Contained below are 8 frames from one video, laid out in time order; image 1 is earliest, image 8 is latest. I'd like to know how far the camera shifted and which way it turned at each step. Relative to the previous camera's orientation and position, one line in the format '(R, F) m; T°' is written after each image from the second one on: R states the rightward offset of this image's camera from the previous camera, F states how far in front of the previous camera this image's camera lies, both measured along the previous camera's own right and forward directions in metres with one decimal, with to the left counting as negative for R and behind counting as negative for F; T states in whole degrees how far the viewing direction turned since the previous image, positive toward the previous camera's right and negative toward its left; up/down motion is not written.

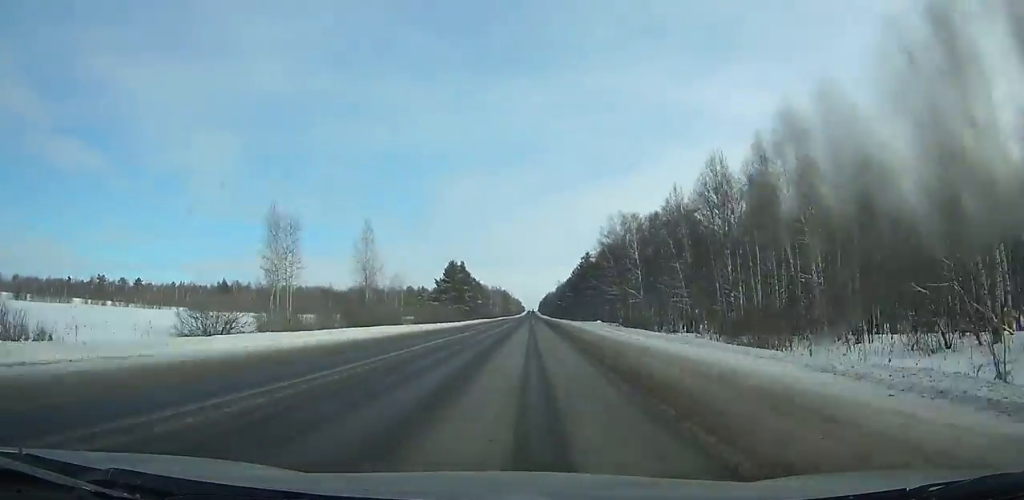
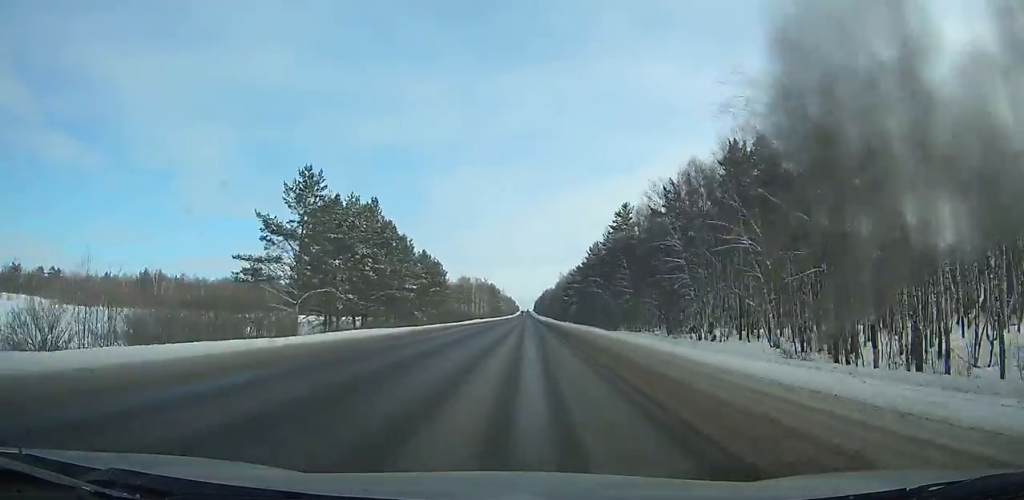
(+0.3, +83.5) m; 0°
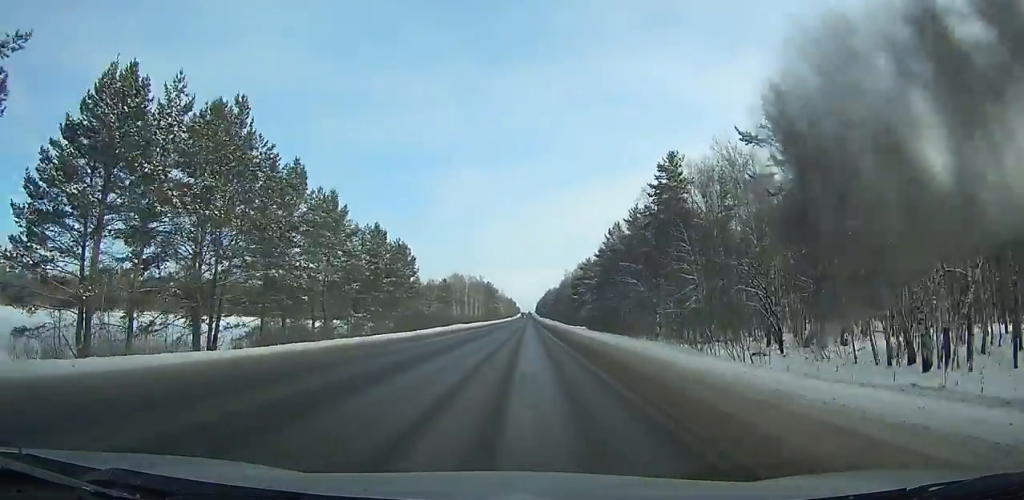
(0.0, +34.5) m; 0°
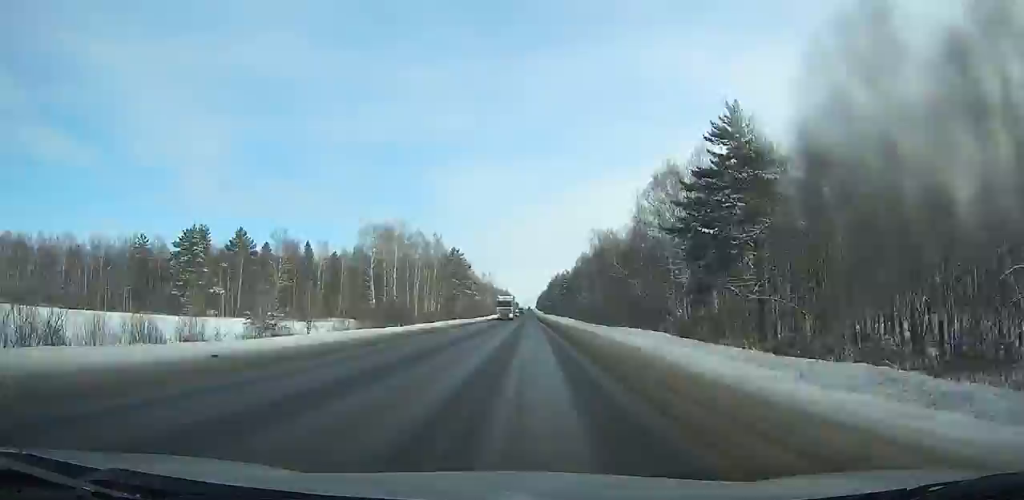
(-0.2, +123.6) m; 0°
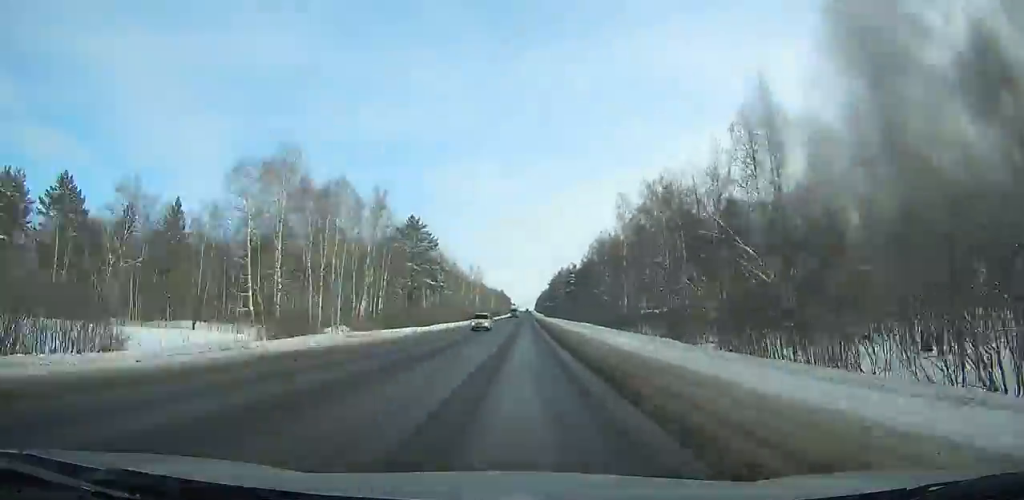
(0.0, +52.6) m; 0°
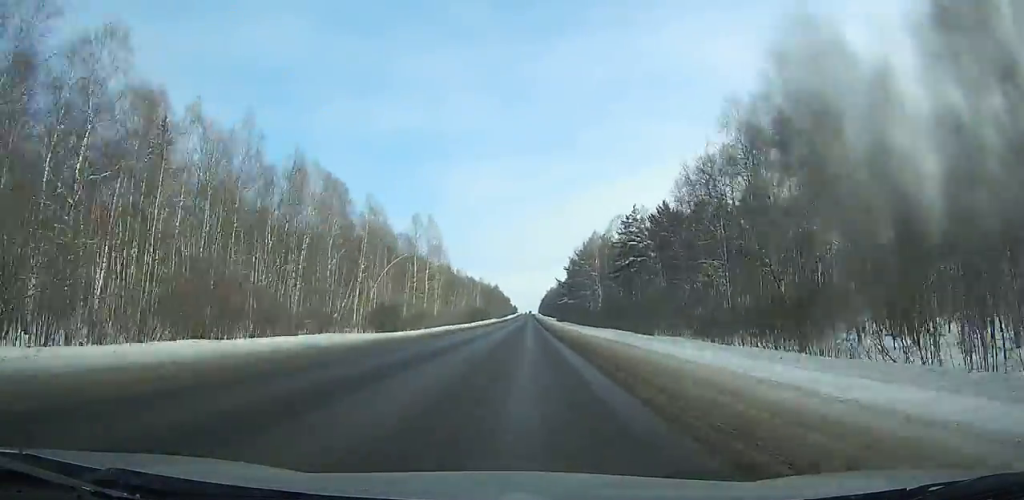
(-0.3, +117.0) m; 0°
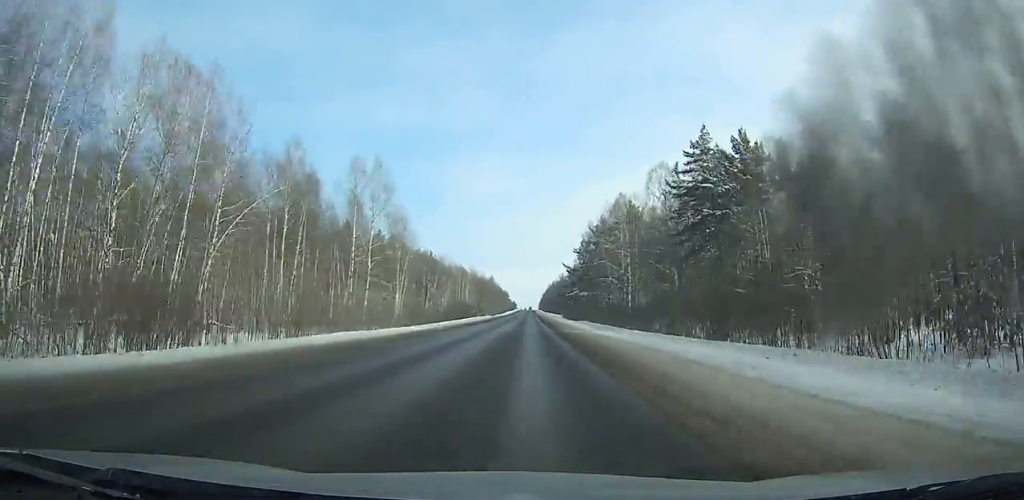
(0.0, +39.2) m; 0°
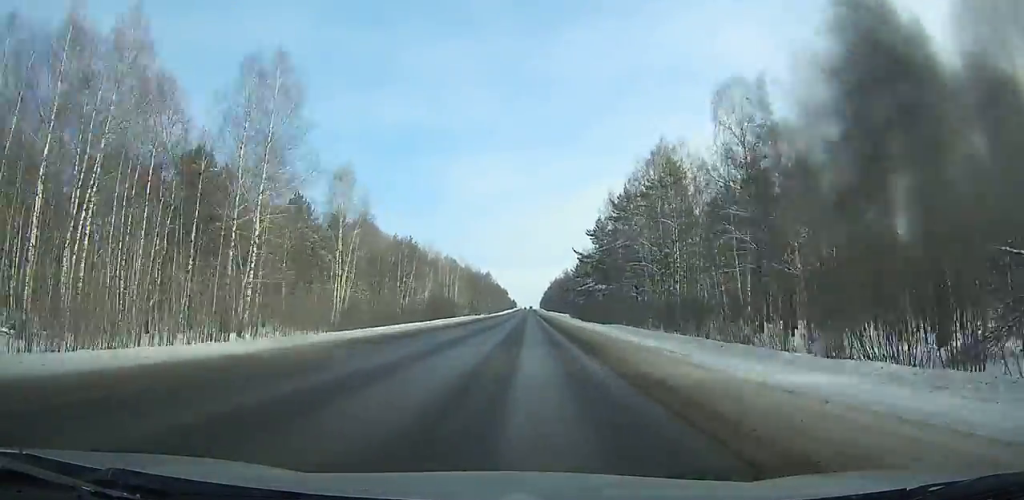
(0.0, +30.0) m; 0°
